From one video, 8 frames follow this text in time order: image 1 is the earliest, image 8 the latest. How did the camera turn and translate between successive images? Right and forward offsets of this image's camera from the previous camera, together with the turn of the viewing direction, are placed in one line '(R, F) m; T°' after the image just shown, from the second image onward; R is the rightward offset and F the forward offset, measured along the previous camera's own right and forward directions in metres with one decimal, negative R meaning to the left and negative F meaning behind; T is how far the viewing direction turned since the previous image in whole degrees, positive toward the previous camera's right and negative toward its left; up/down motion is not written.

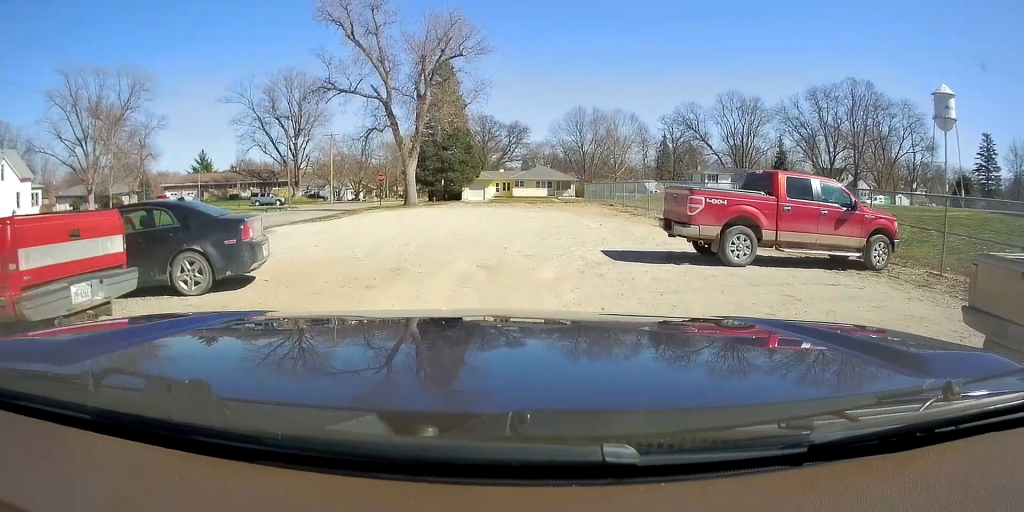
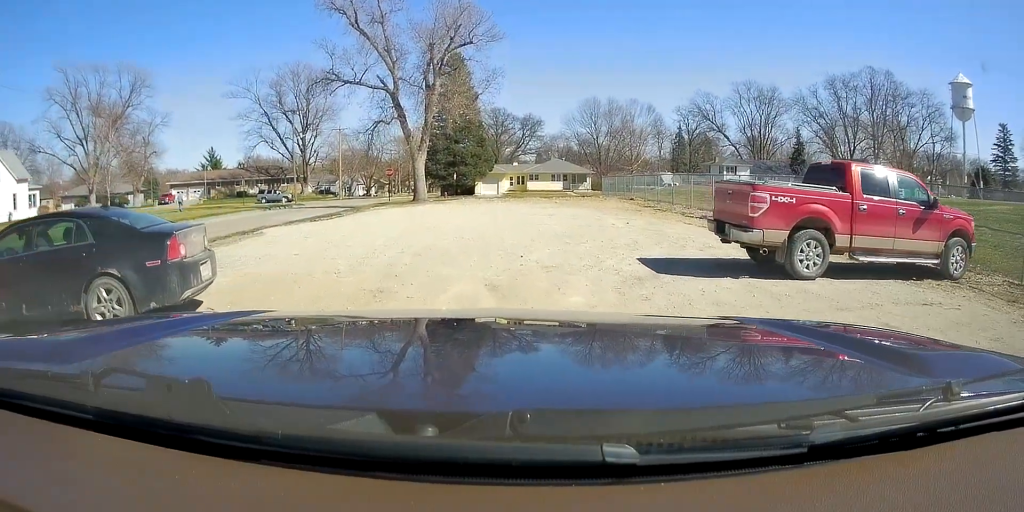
(0.0, +2.3) m; -3°
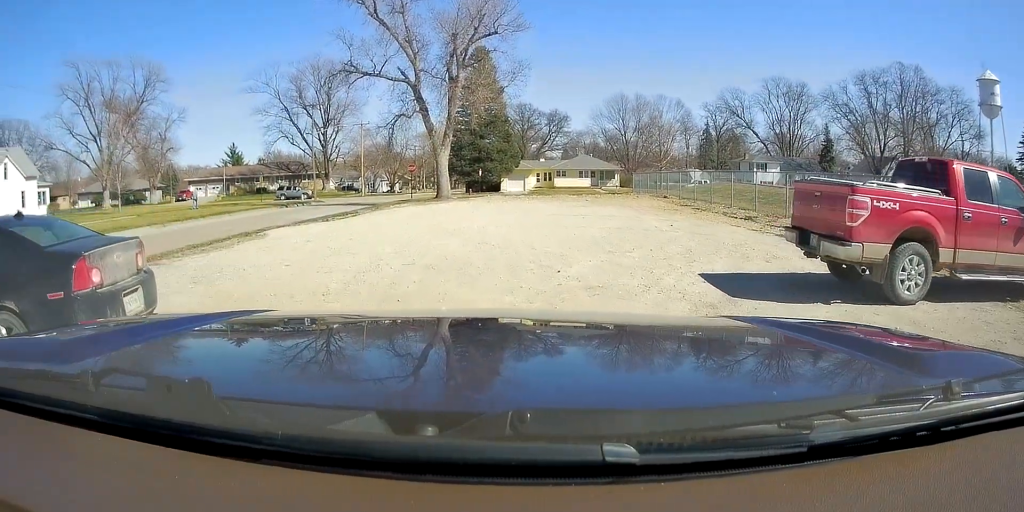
(+0.1, +2.0) m; -3°
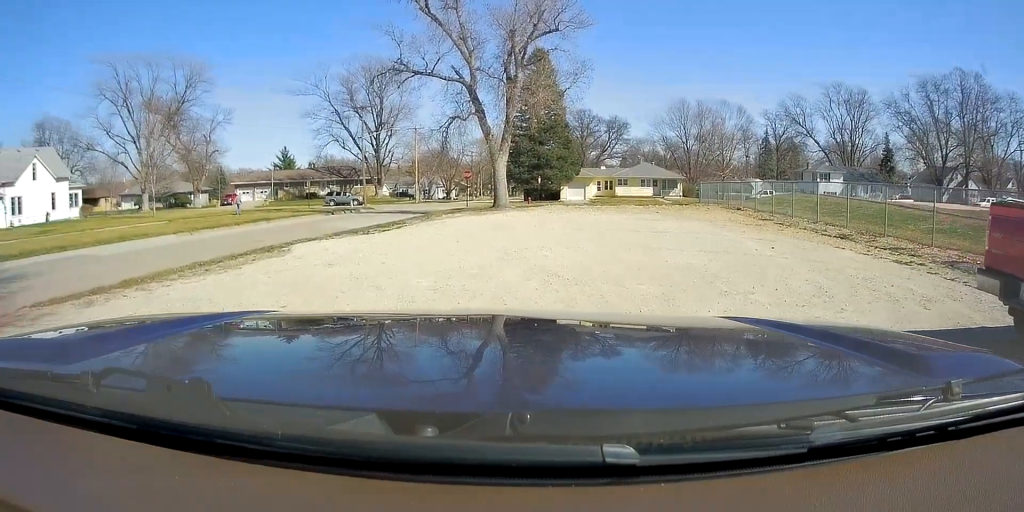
(-0.3, +2.9) m; -9°
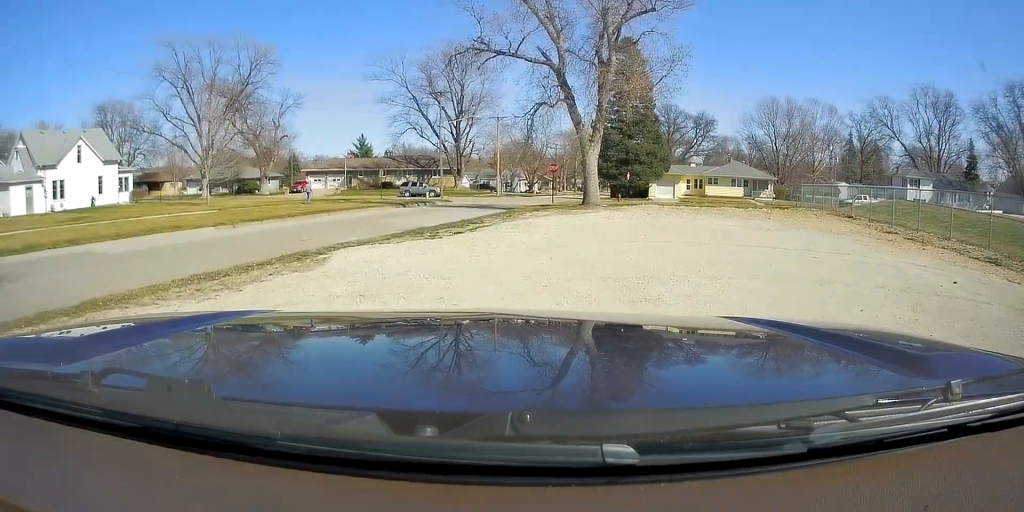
(-0.4, +4.0) m; -9°
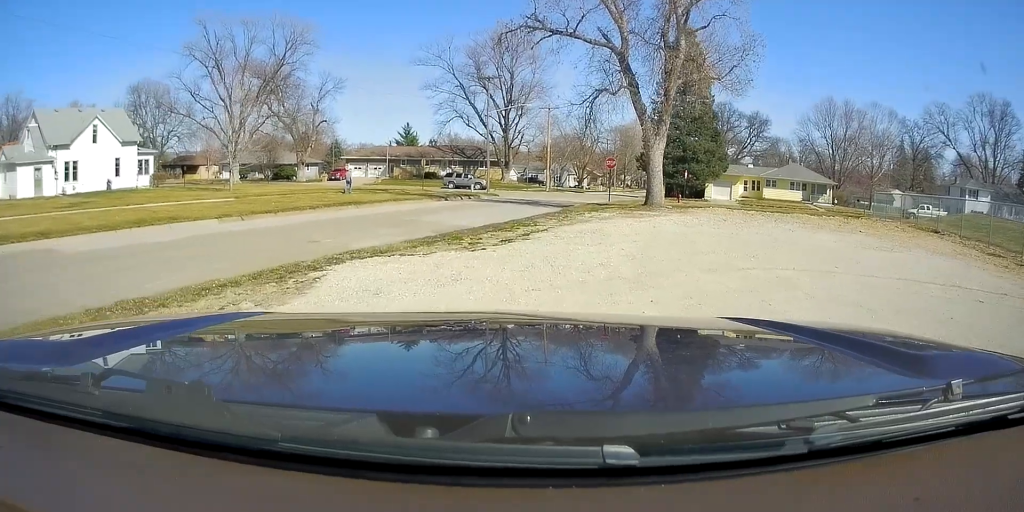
(-0.3, +4.0) m; 0°
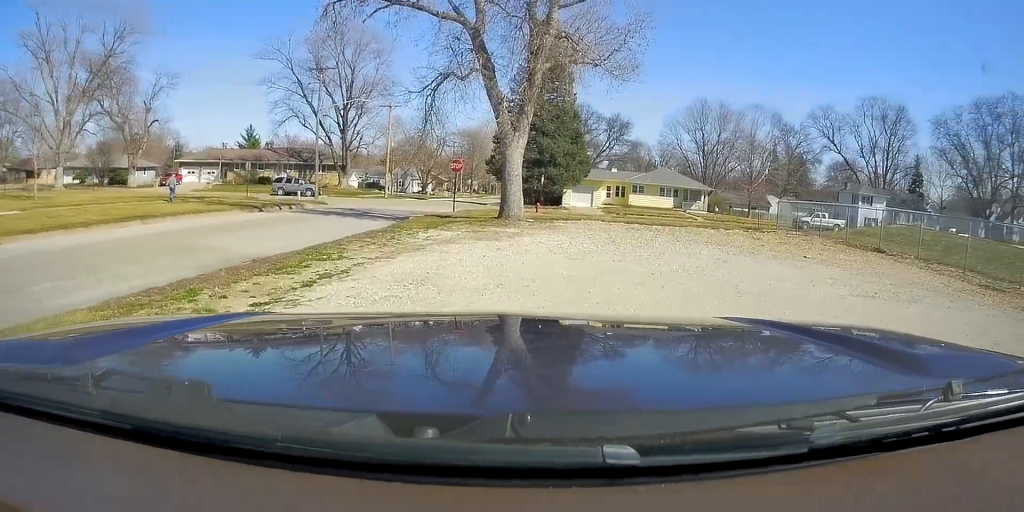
(+1.3, +6.7) m; +25°
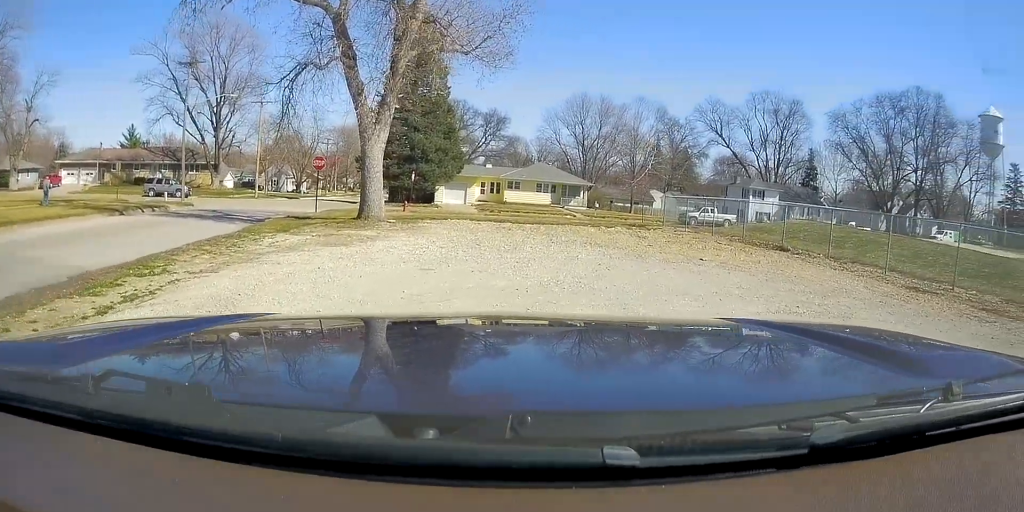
(+0.1, +1.8) m; +12°
